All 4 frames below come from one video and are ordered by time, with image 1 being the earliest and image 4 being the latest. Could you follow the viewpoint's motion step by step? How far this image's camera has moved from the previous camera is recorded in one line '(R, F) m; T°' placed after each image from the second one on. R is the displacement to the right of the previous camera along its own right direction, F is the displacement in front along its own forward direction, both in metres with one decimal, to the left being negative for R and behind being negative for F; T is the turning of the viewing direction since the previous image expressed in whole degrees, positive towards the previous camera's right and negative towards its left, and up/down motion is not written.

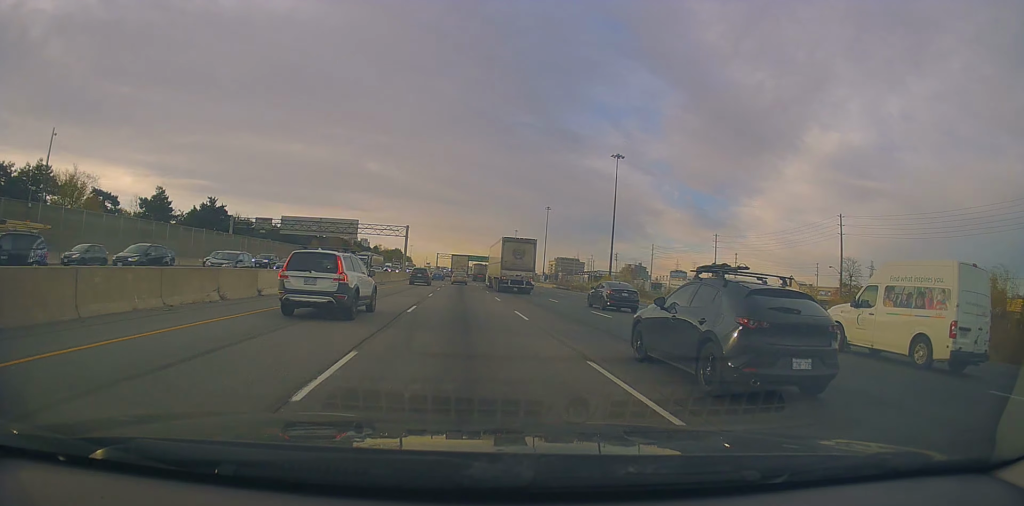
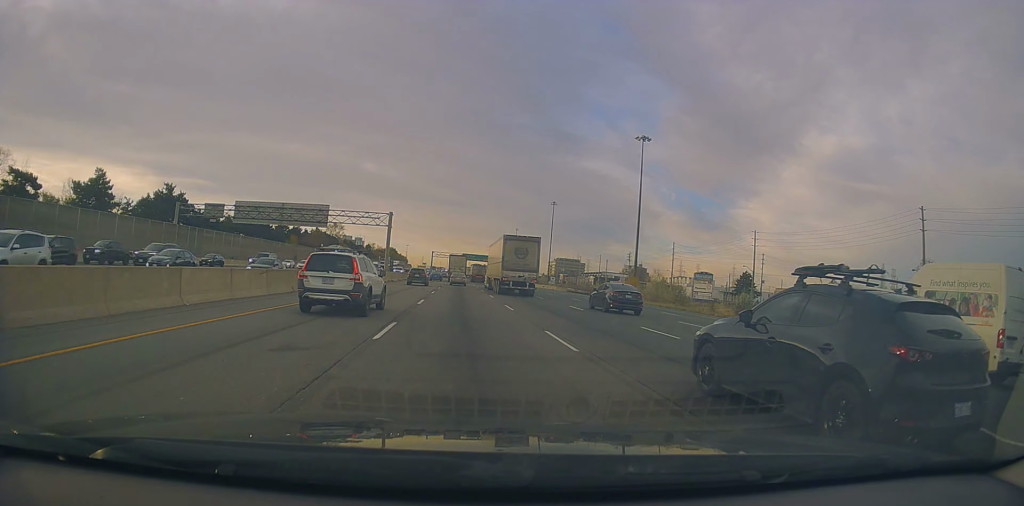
(0.0, +19.5) m; 0°
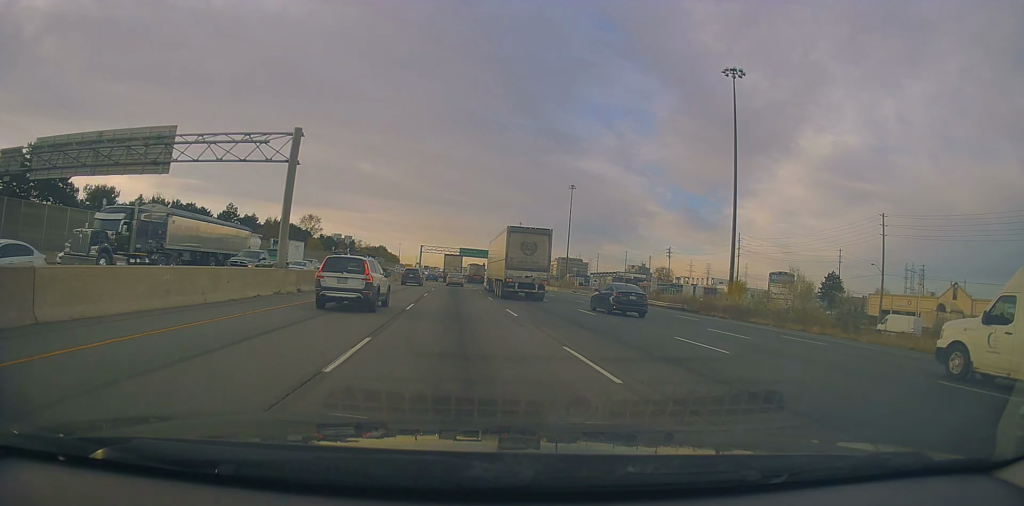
(0.0, +38.8) m; 0°
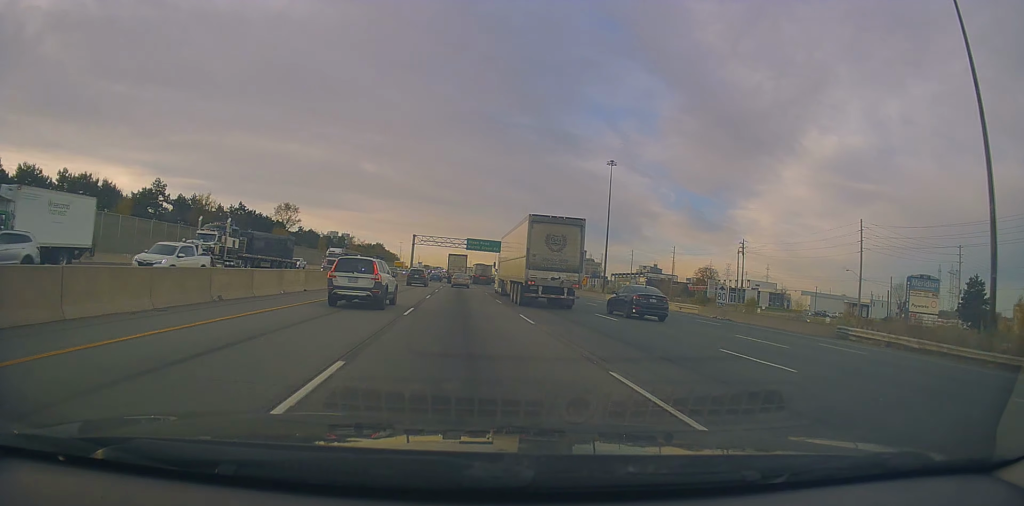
(-0.1, +38.2) m; 0°
